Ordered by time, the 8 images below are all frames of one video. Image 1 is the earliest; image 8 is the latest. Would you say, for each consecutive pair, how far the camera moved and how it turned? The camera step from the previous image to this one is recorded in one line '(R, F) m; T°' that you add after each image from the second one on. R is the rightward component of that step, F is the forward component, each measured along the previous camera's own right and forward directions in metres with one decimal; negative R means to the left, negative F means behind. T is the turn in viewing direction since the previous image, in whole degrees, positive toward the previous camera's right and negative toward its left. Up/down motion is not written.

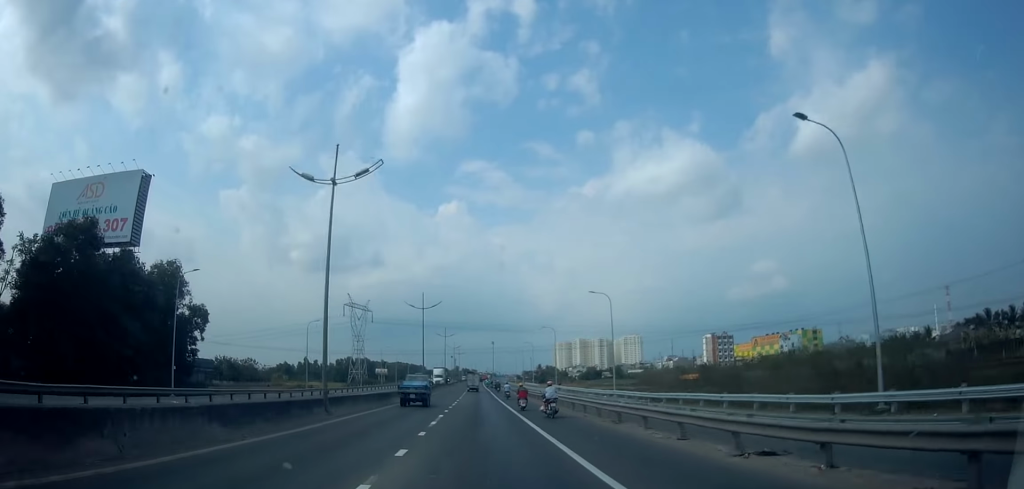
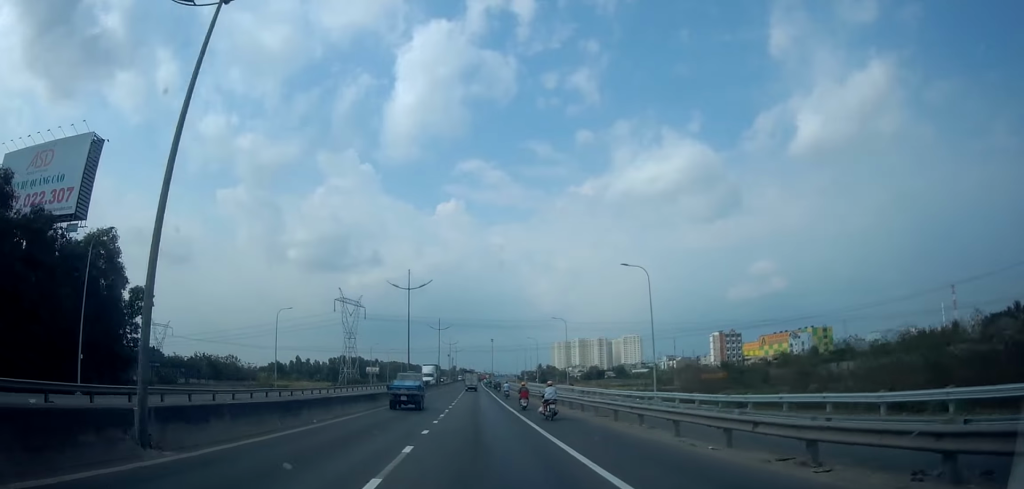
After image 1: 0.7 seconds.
(-0.4, +11.4) m; +1°
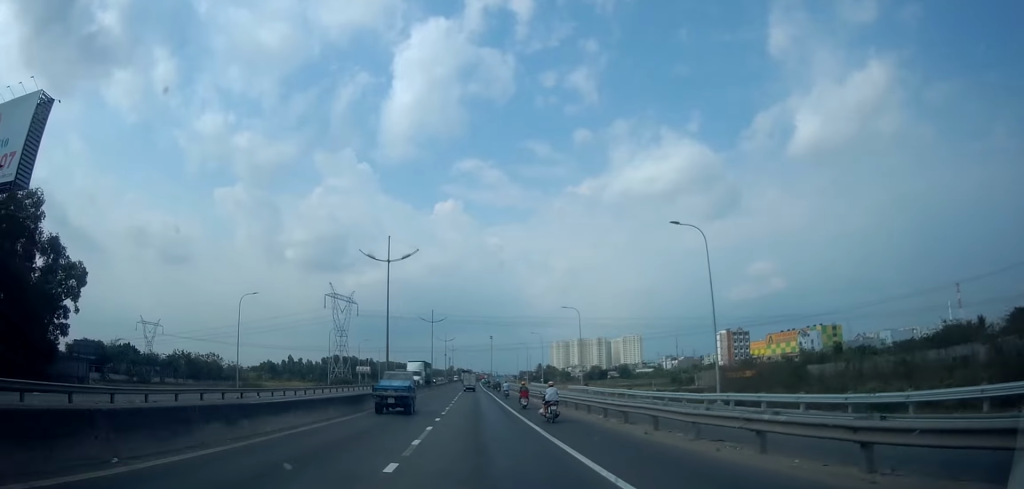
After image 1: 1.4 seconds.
(+0.5, +10.3) m; +2°
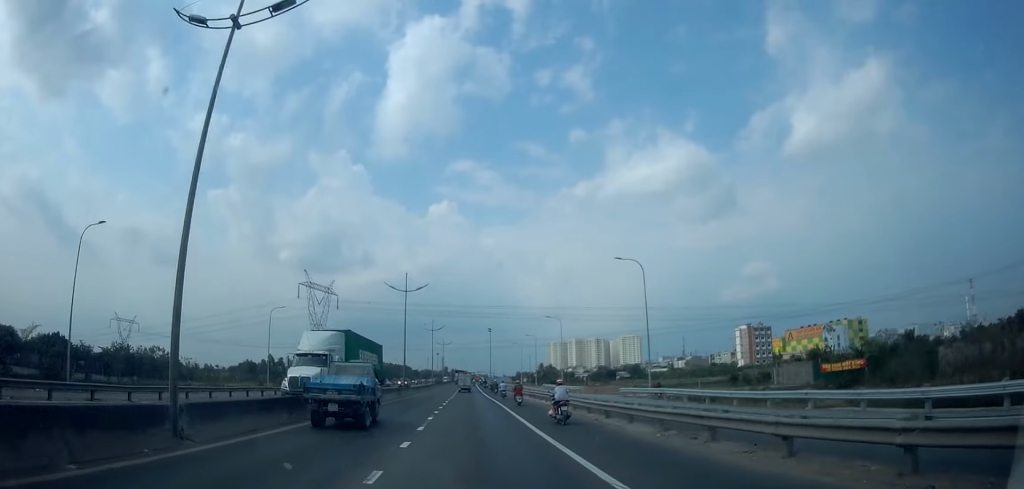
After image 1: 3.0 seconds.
(-0.4, +25.4) m; -2°
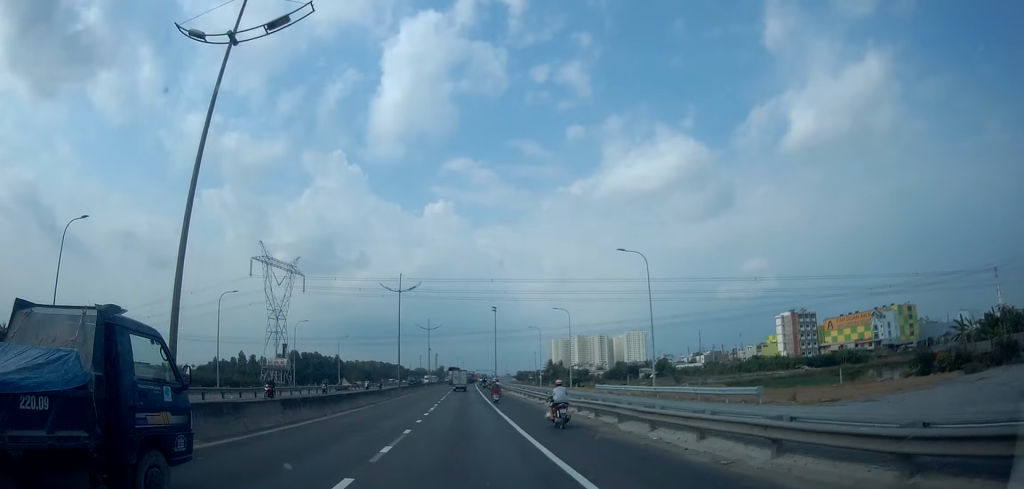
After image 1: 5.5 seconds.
(+1.3, +36.6) m; +1°
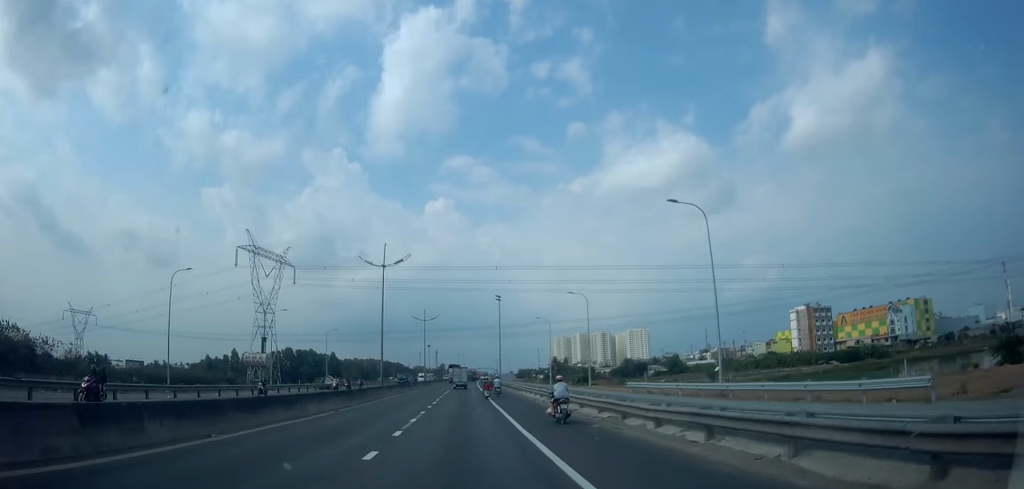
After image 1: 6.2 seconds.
(-0.5, +9.5) m; 0°
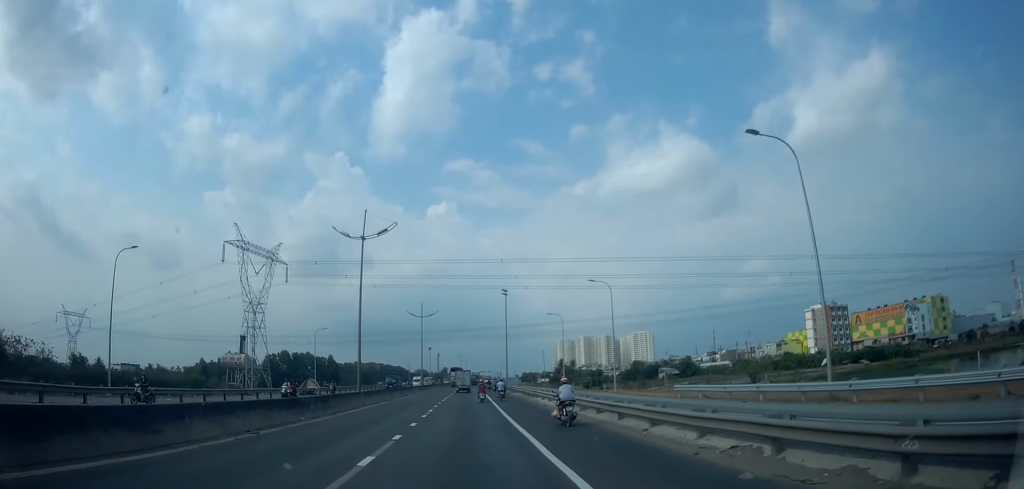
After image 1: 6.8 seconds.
(-0.2, +8.3) m; 0°
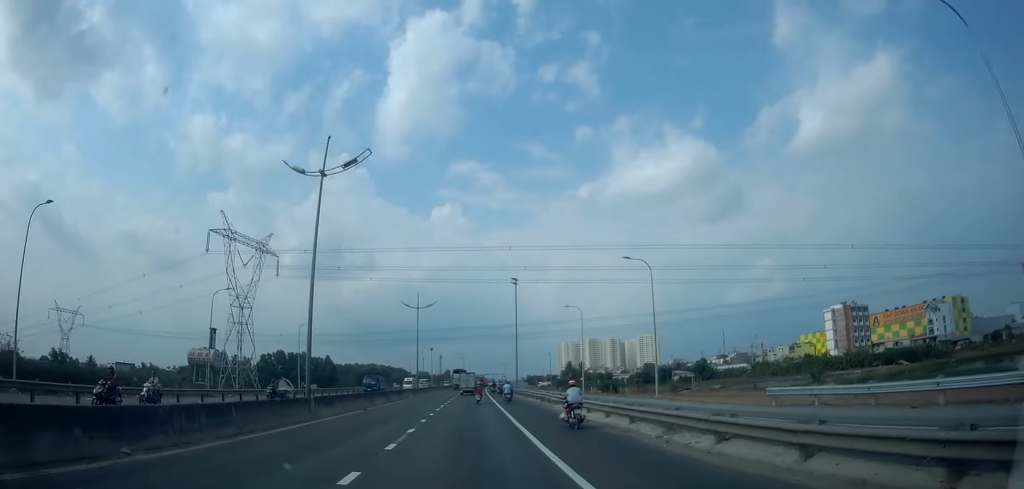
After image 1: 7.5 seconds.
(+0.6, +9.9) m; 0°
